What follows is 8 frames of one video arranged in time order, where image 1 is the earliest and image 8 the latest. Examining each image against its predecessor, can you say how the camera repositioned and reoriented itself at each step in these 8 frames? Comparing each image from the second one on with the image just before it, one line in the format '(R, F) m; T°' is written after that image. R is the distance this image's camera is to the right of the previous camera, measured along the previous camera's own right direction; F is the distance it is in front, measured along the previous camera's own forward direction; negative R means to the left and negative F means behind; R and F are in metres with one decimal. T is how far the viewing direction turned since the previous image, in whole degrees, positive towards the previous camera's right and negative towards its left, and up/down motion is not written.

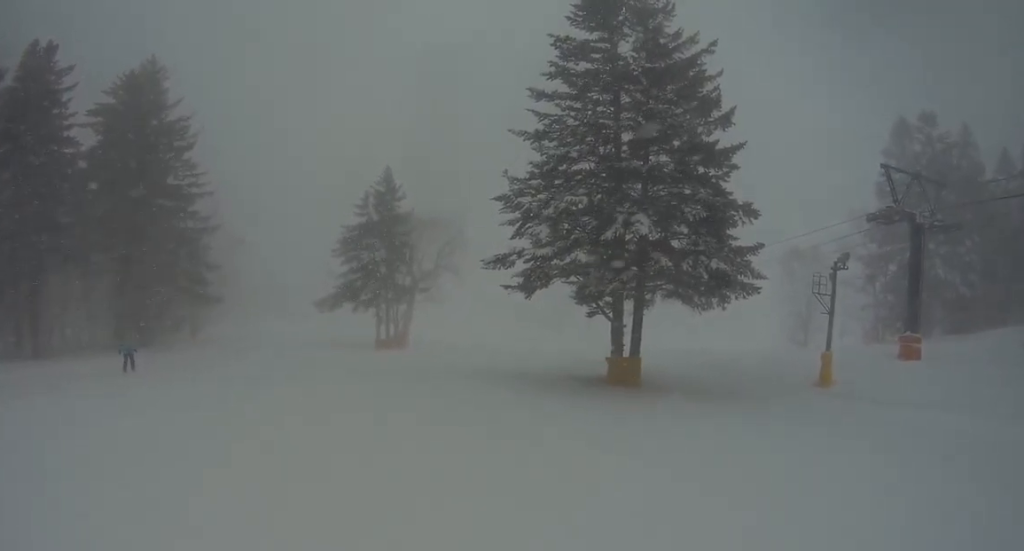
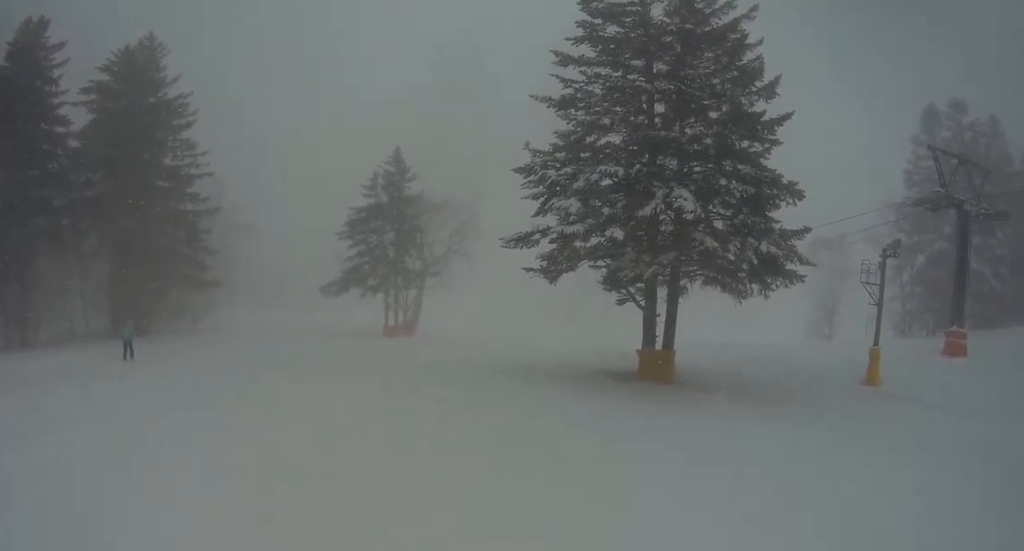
(+0.4, +3.0) m; +1°
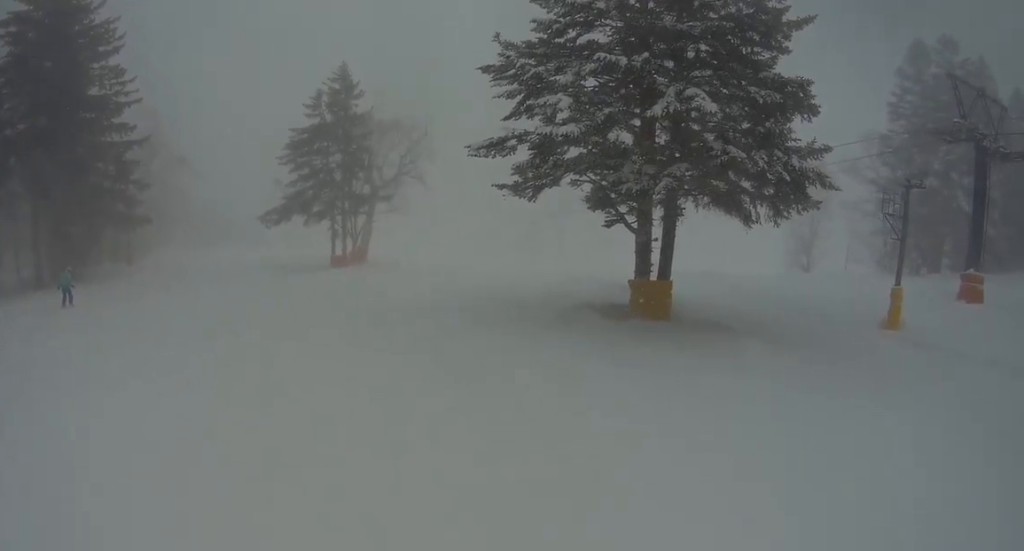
(0.0, +4.4) m; +1°
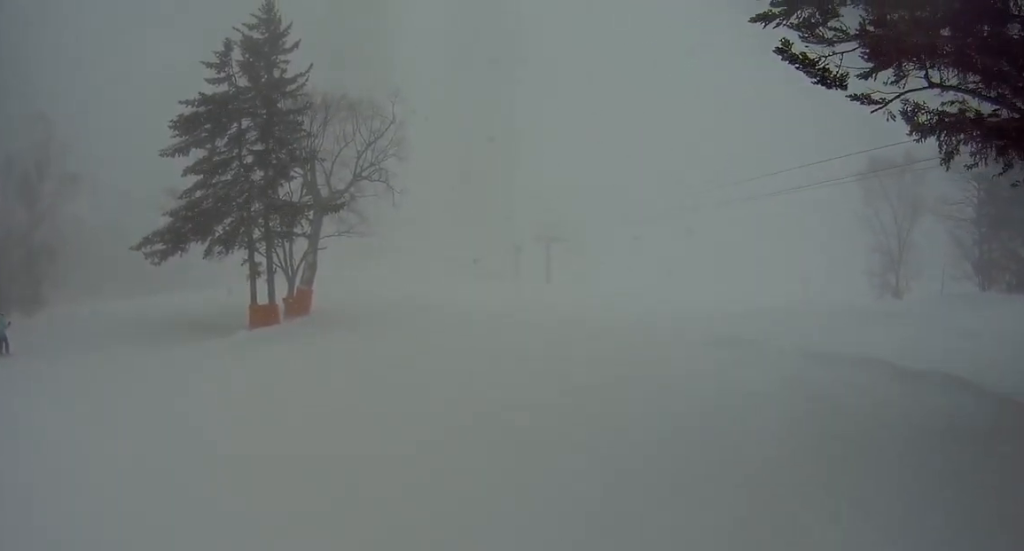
(+1.0, +18.6) m; -2°
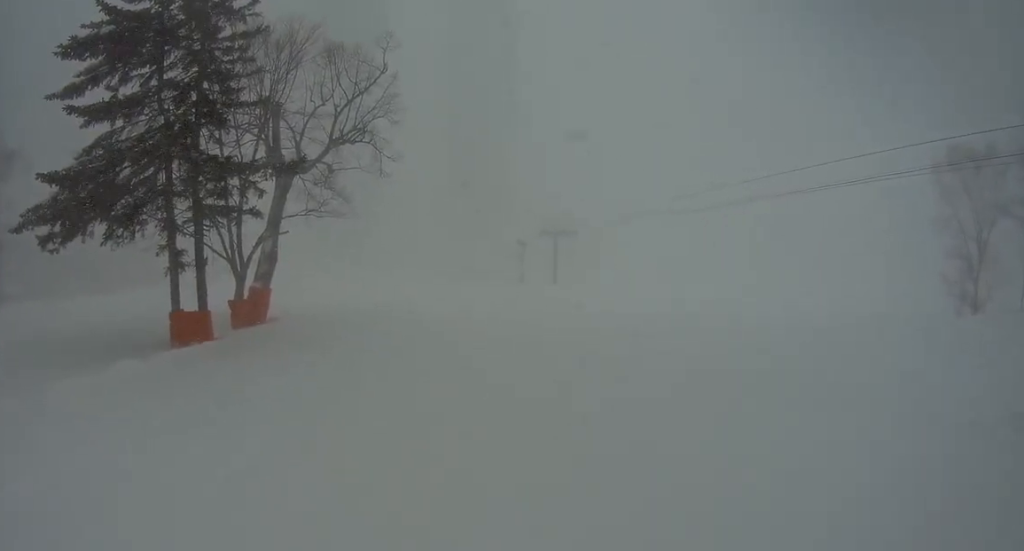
(-0.5, +9.0) m; 0°
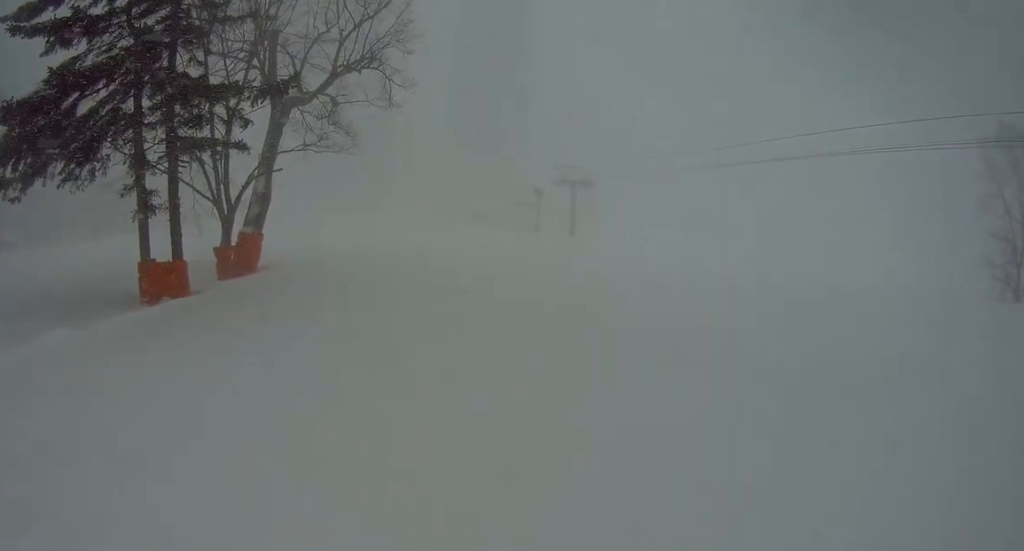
(+0.5, +3.0) m; 0°
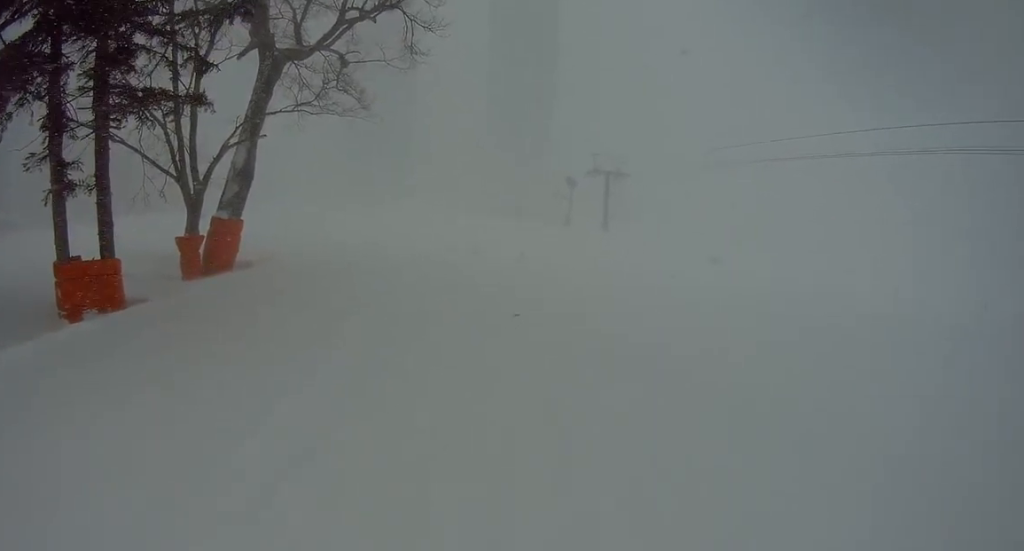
(-0.9, +5.3) m; 0°
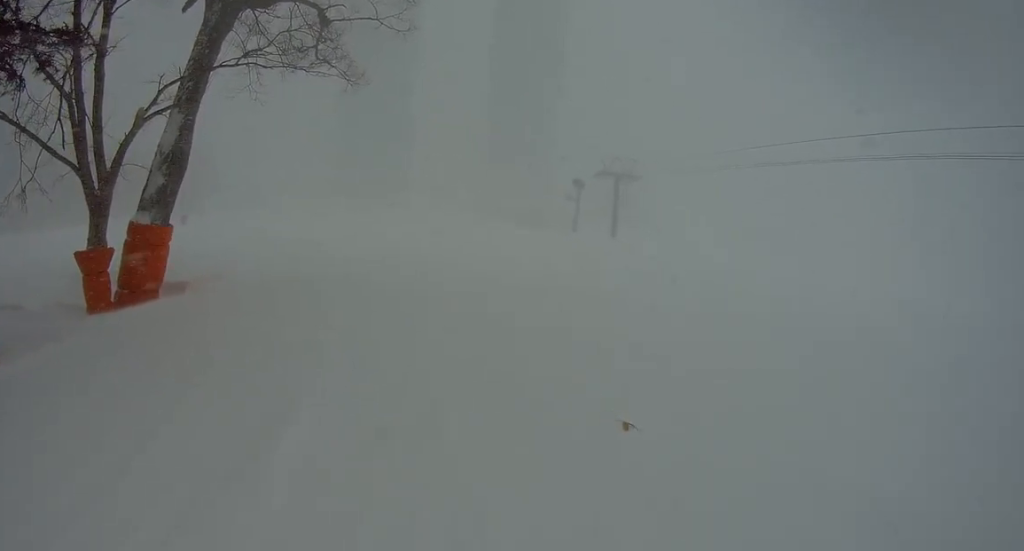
(+0.6, +5.3) m; 0°
